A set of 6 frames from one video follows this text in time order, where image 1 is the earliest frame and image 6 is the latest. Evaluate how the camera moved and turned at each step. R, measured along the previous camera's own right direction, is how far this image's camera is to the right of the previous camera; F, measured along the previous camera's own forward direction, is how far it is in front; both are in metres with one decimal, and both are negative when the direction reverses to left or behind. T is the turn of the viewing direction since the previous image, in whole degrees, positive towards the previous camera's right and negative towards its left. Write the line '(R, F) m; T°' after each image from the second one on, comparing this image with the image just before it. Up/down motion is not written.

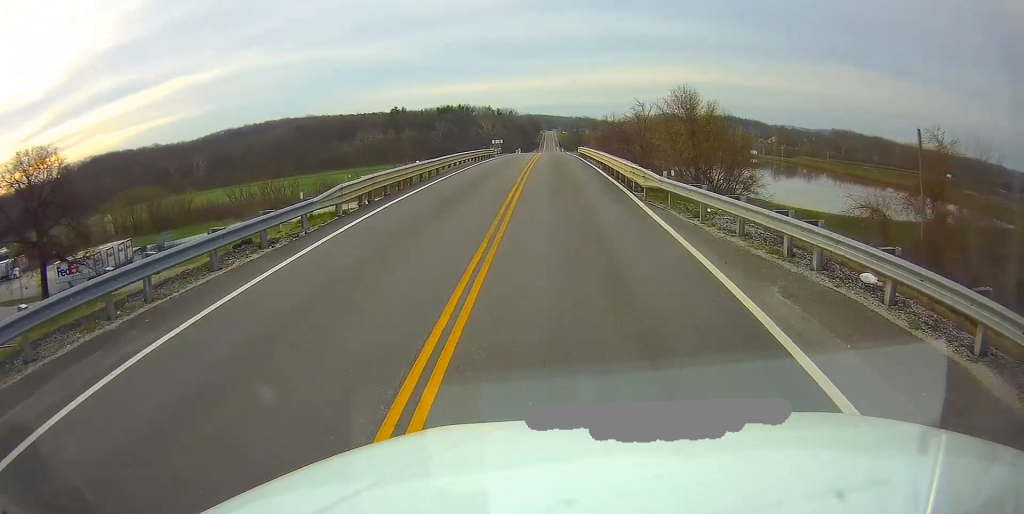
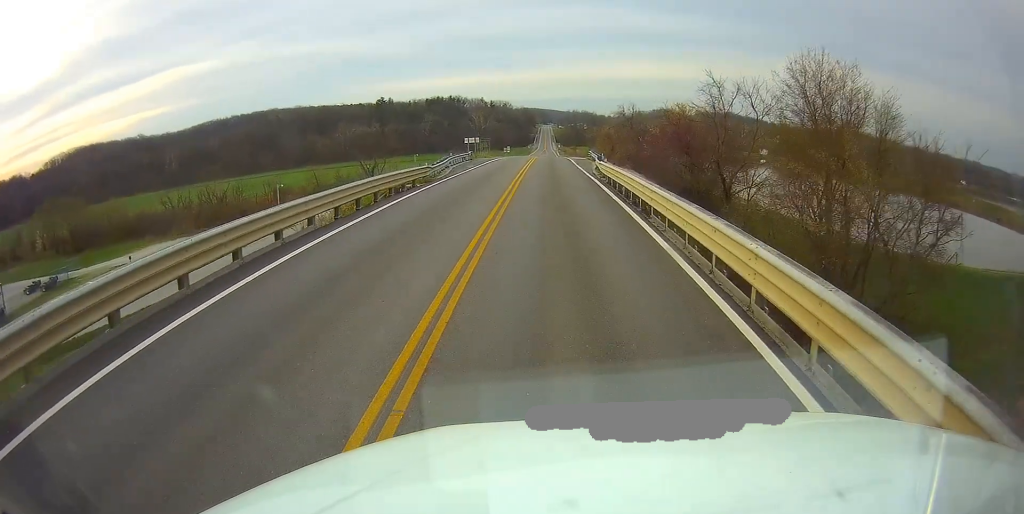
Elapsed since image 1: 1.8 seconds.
(-0.4, +30.2) m; -1°
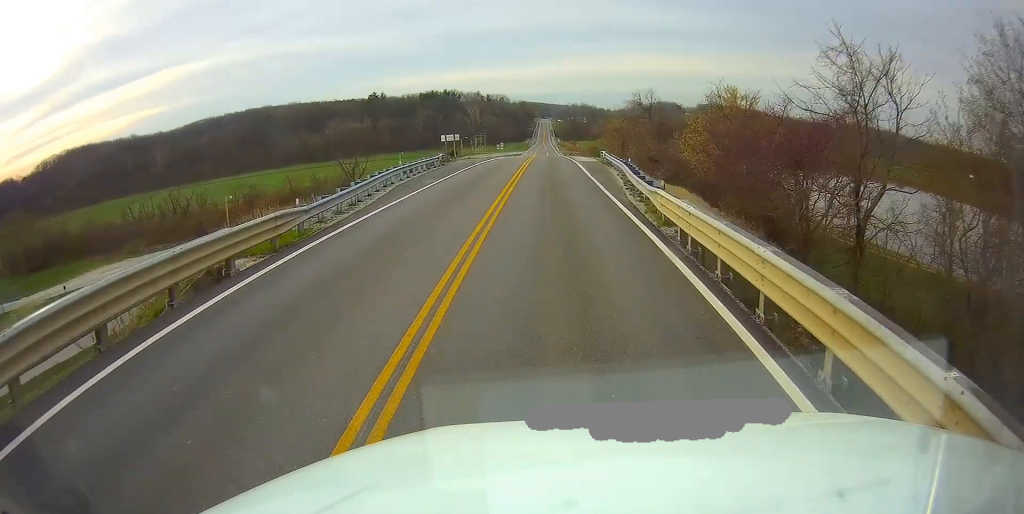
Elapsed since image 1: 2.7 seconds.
(+0.2, +16.1) m; +1°
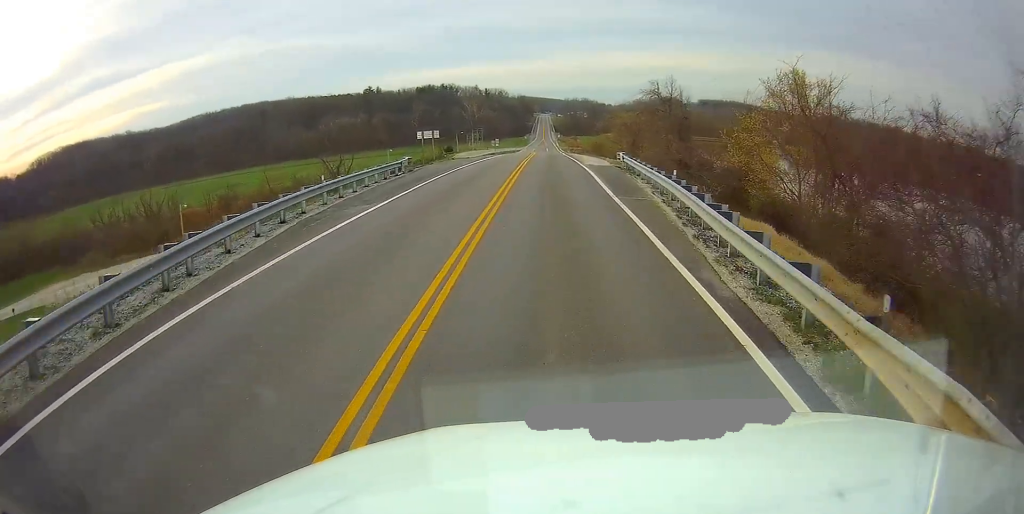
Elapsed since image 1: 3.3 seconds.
(+0.2, +11.0) m; 0°
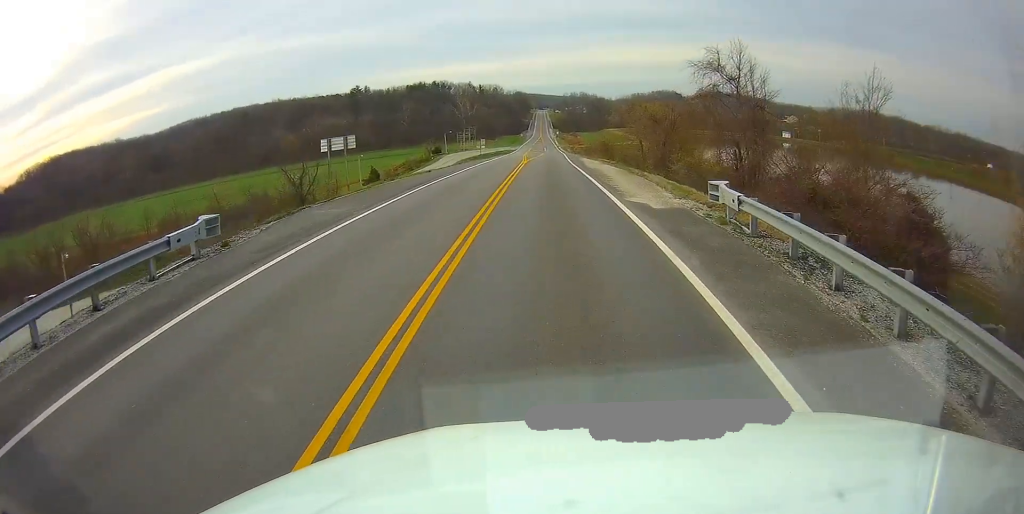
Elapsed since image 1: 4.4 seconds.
(-0.3, +21.0) m; 0°
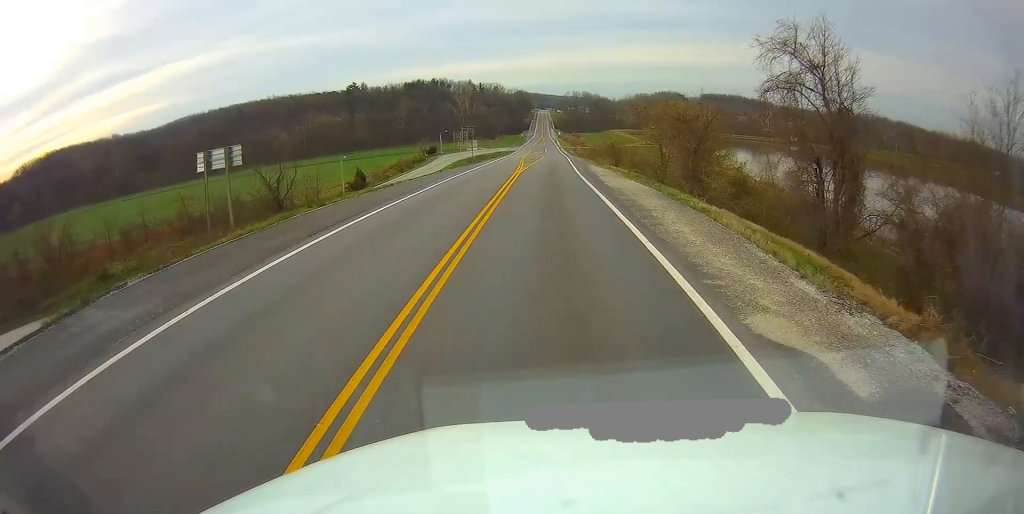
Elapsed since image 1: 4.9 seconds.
(0.0, +11.1) m; 0°
